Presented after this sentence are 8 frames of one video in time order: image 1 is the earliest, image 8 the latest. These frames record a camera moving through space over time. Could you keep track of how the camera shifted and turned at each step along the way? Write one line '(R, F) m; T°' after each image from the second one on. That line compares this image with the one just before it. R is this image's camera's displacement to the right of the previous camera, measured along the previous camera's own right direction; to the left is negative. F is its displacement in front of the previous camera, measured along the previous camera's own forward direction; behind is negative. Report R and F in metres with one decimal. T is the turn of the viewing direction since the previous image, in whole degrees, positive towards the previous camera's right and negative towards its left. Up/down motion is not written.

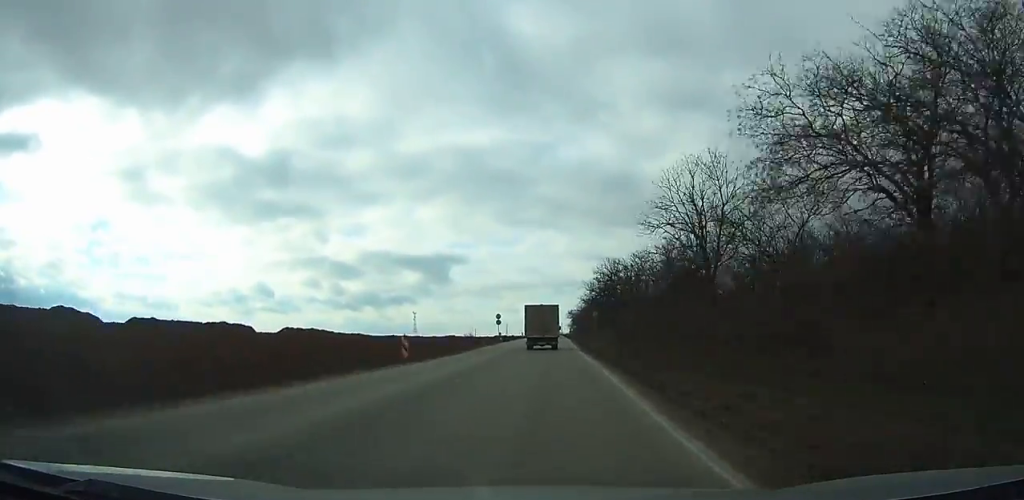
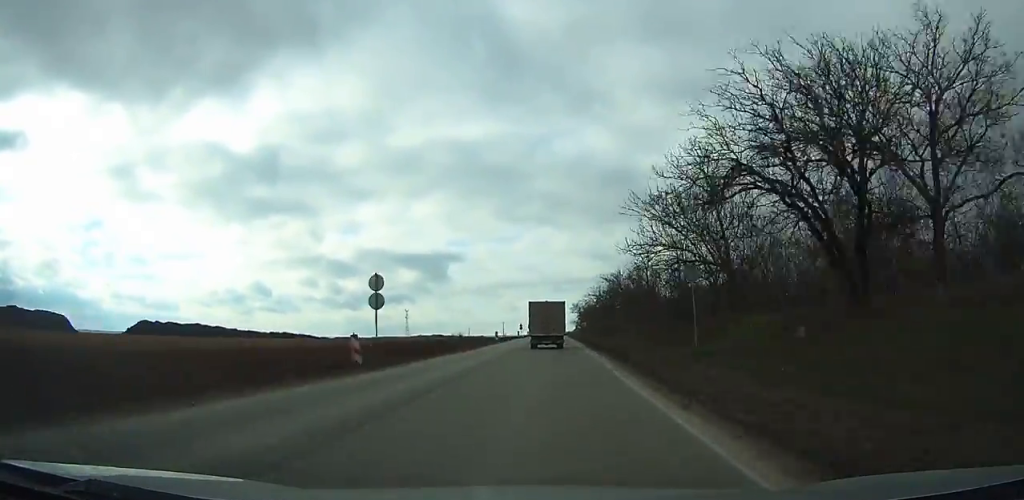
(0.0, +52.3) m; 0°
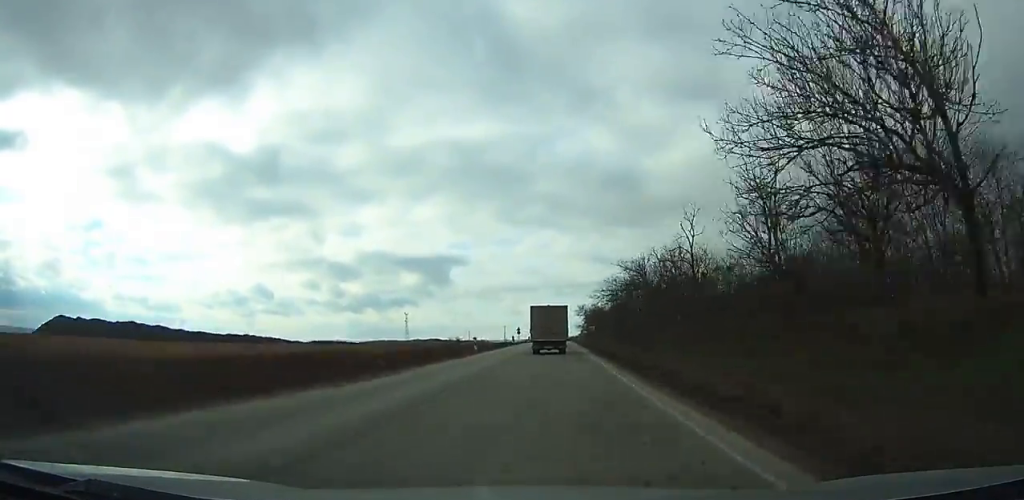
(0.0, +18.6) m; 0°
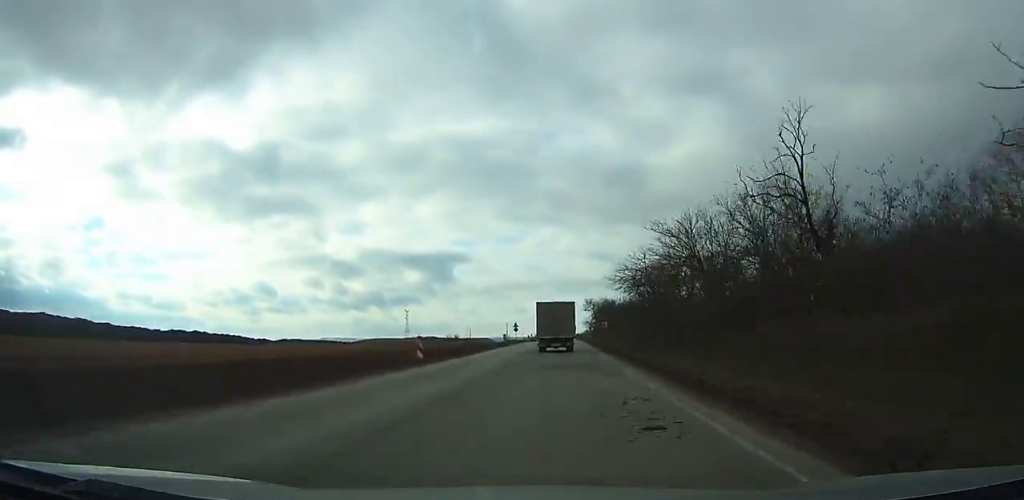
(-0.1, +18.7) m; 0°
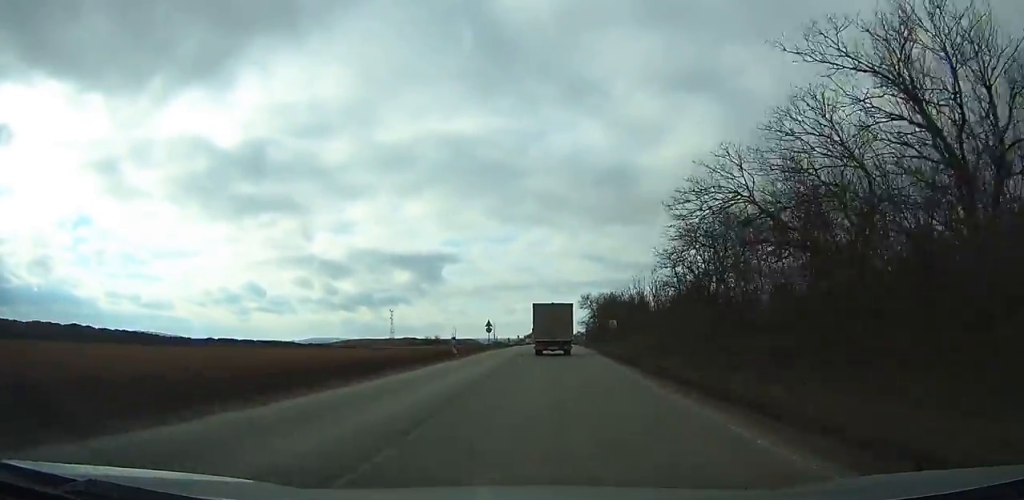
(+0.3, +26.3) m; +1°
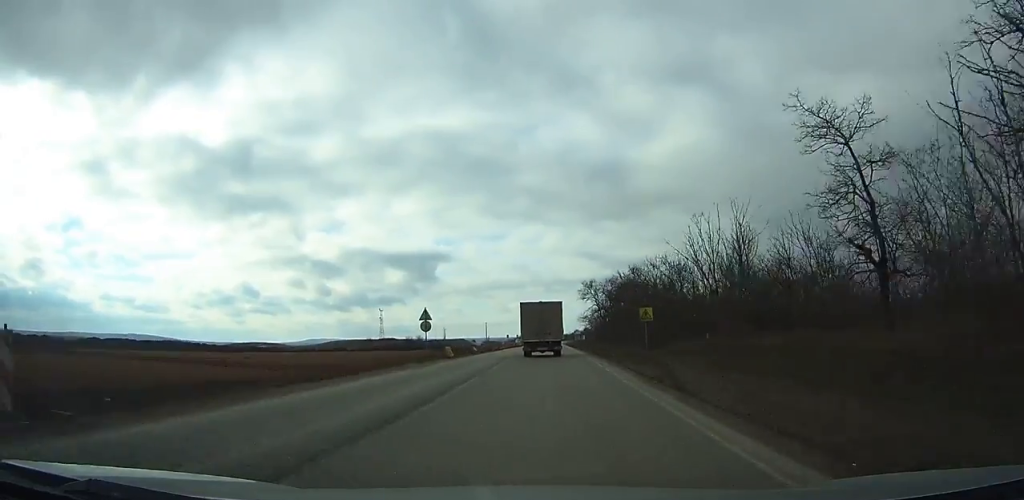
(+0.1, +29.0) m; 0°
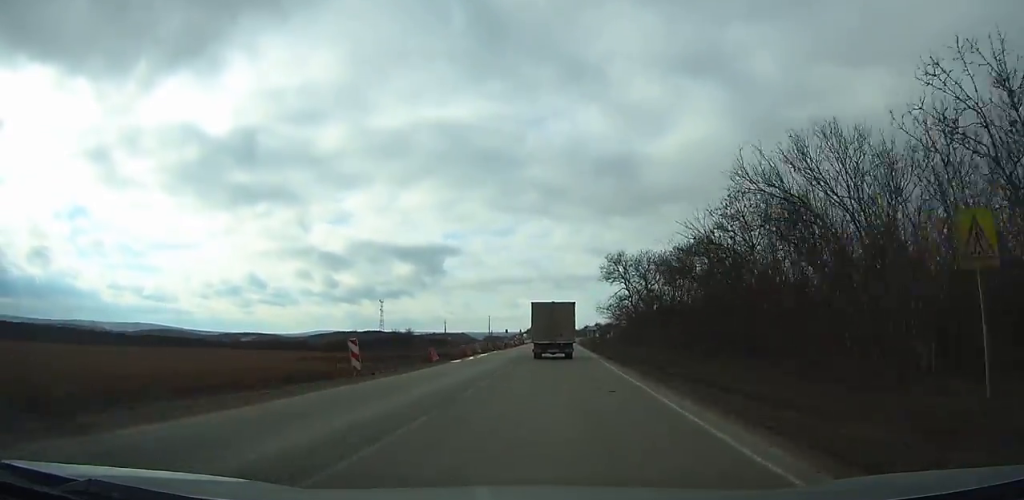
(-0.1, +31.7) m; 0°
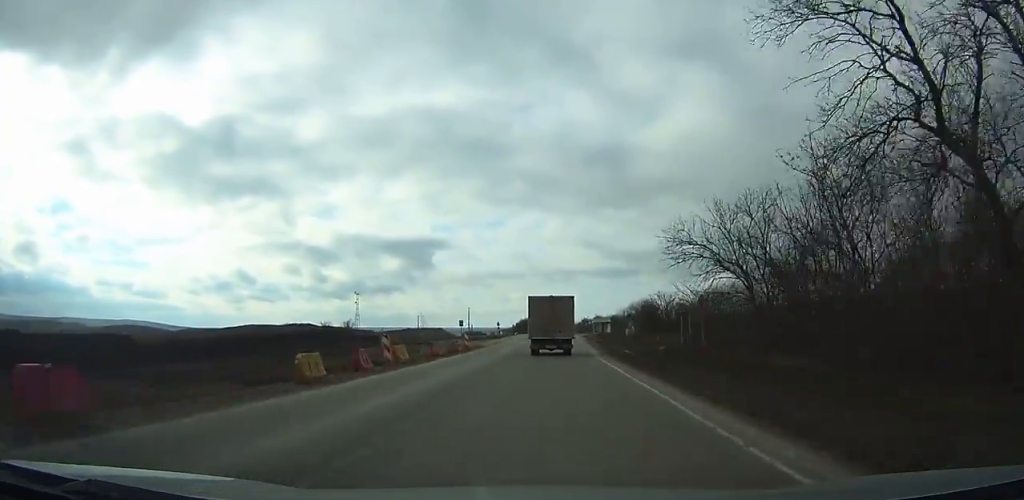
(+0.6, +60.8) m; +1°
